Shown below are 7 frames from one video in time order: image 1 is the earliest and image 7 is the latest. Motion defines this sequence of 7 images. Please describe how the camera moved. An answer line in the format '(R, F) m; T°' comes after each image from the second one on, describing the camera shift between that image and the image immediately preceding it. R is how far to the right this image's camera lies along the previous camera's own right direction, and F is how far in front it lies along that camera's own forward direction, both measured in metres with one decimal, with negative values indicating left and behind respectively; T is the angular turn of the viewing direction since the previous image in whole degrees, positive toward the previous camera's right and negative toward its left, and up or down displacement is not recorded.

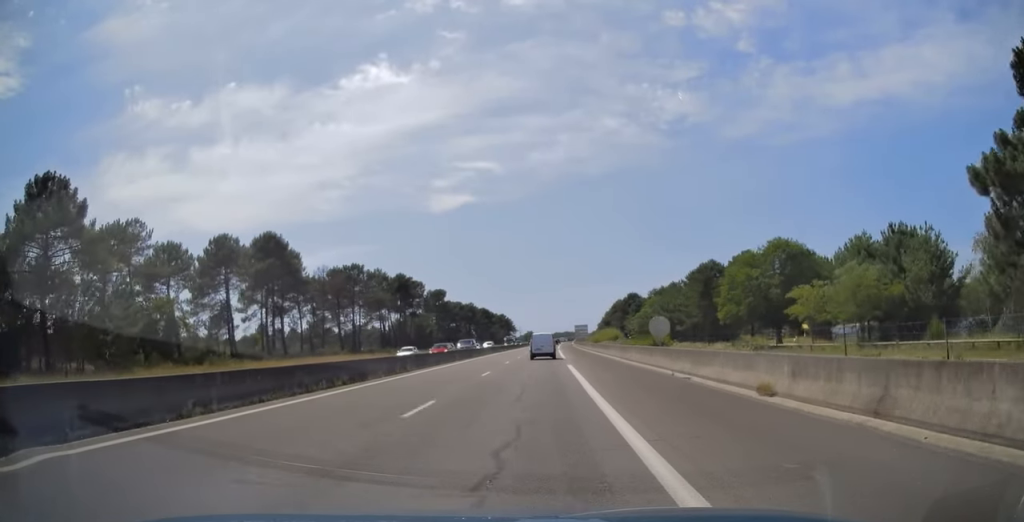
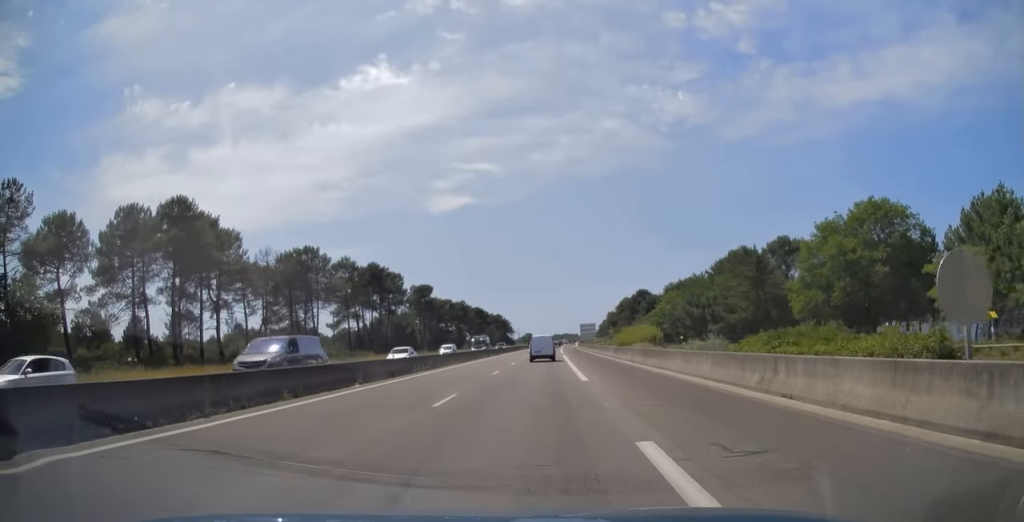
(+0.2, +23.7) m; +1°
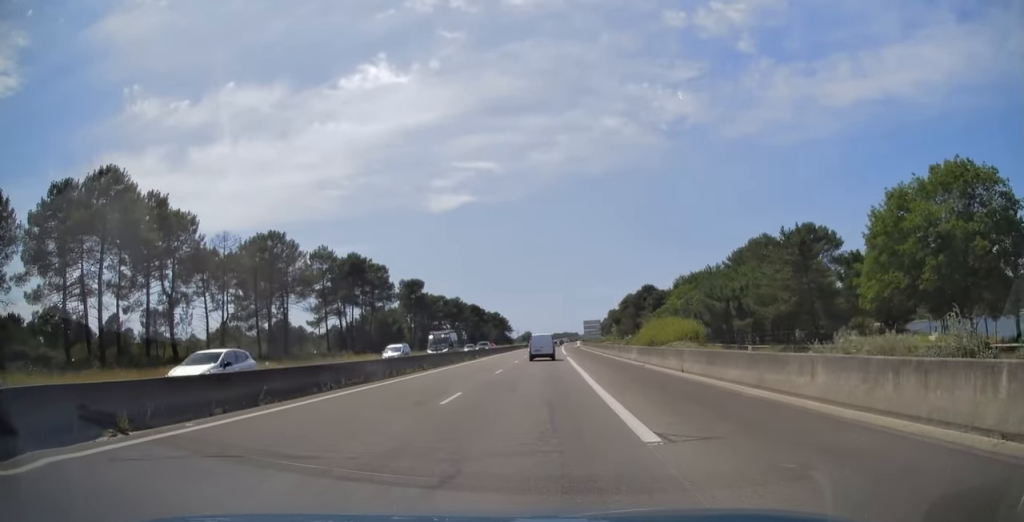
(+0.3, +12.6) m; 0°
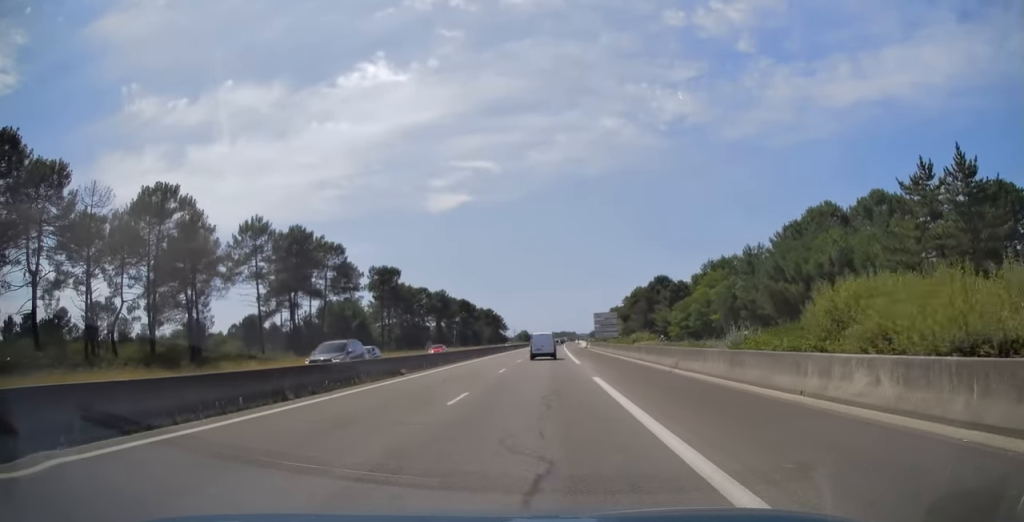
(-0.5, +26.1) m; -1°
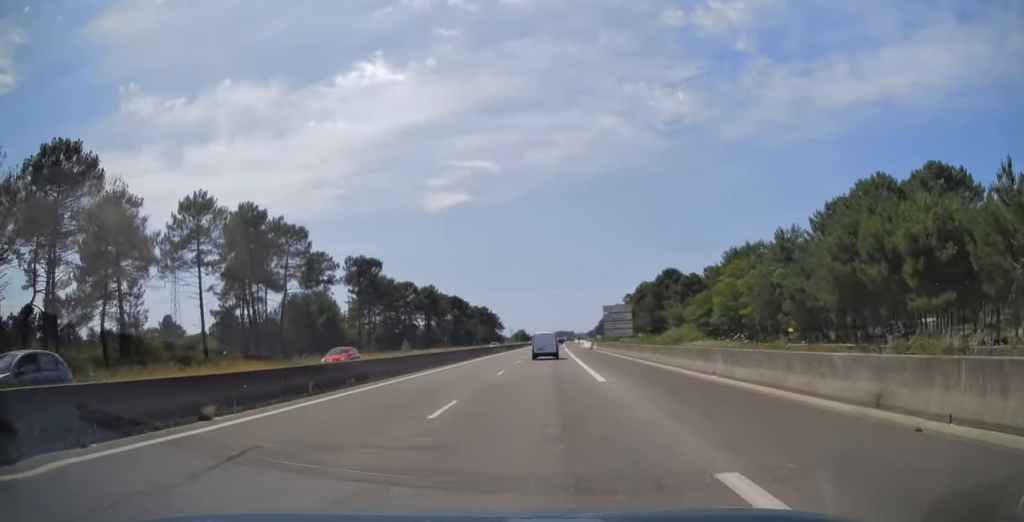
(0.0, +15.0) m; +1°
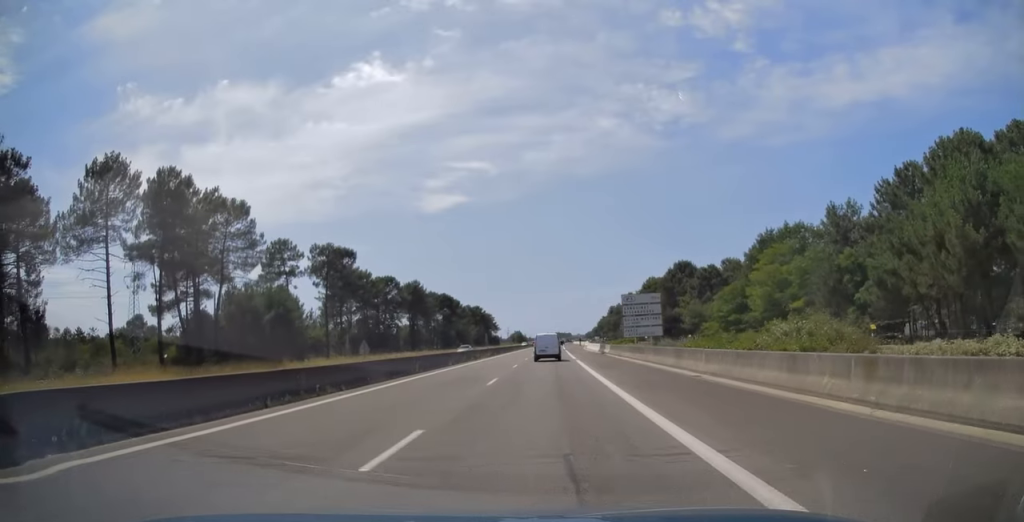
(+0.2, +17.1) m; 0°
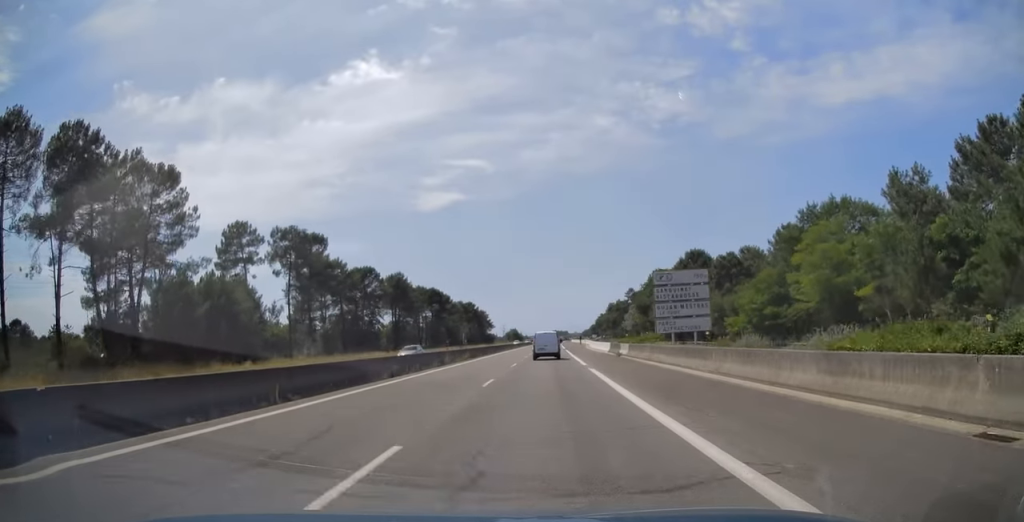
(+0.3, +14.4) m; 0°
